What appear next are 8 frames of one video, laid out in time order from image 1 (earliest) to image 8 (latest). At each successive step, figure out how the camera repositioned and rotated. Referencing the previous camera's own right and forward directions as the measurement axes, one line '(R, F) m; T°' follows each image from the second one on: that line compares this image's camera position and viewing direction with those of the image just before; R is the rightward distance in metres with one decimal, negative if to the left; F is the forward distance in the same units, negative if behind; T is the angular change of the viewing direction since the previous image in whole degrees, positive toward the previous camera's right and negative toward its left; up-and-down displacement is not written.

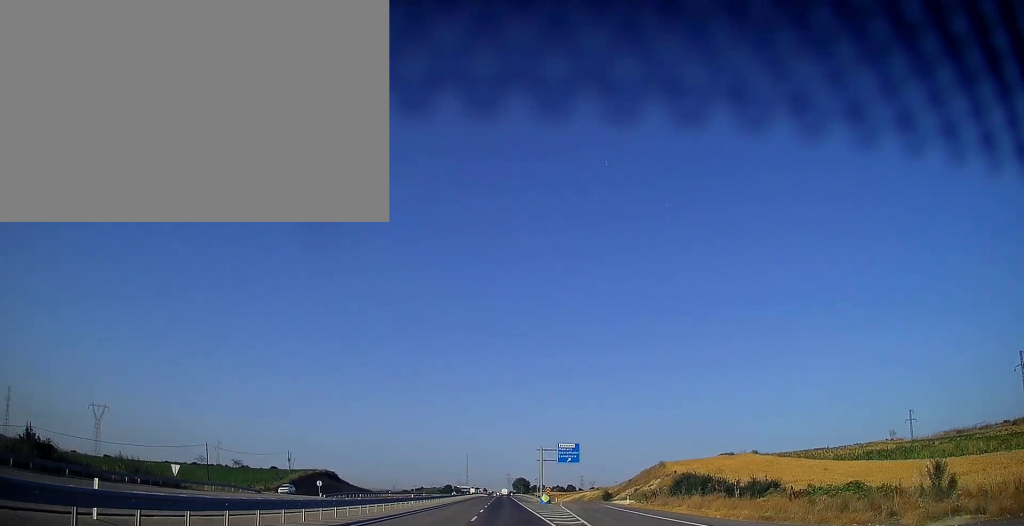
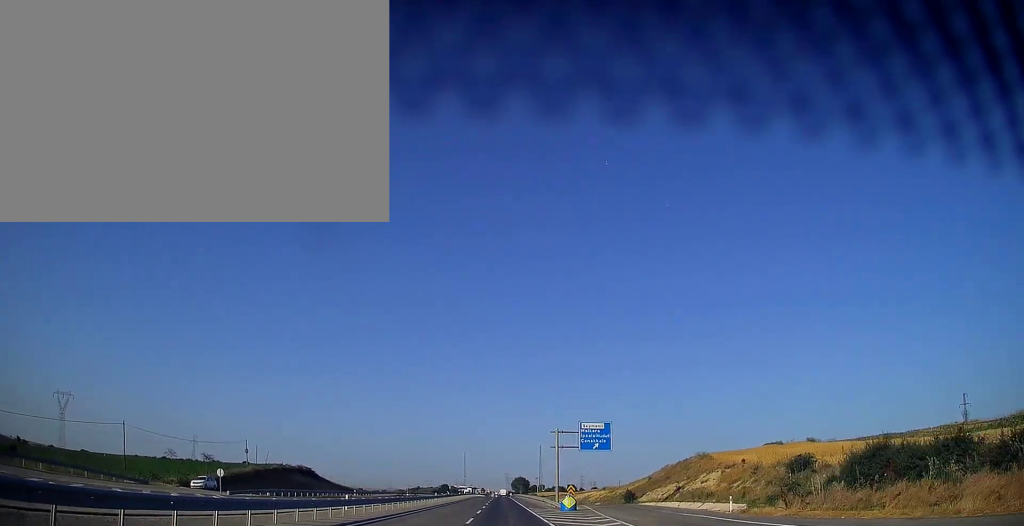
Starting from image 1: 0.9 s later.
(0.0, +26.6) m; 0°
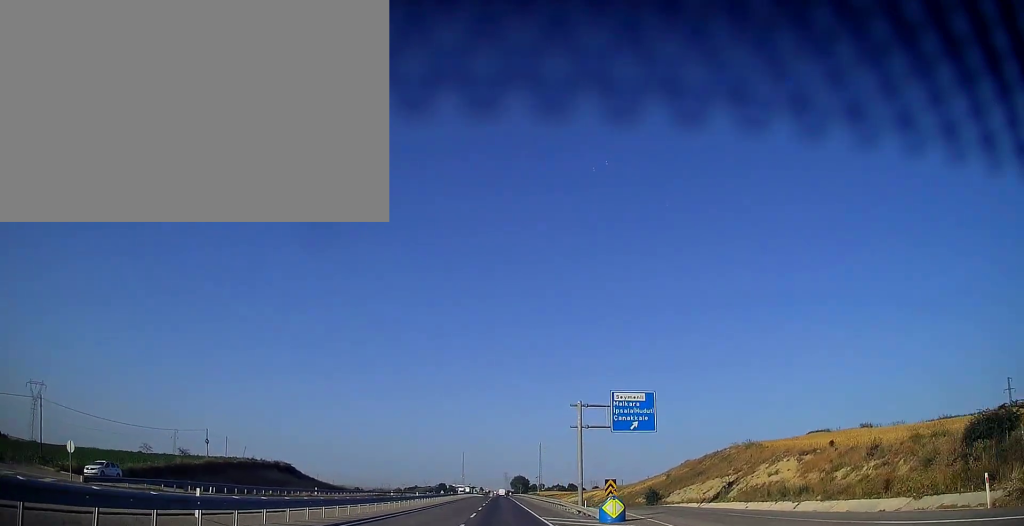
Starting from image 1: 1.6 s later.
(0.0, +19.7) m; 0°
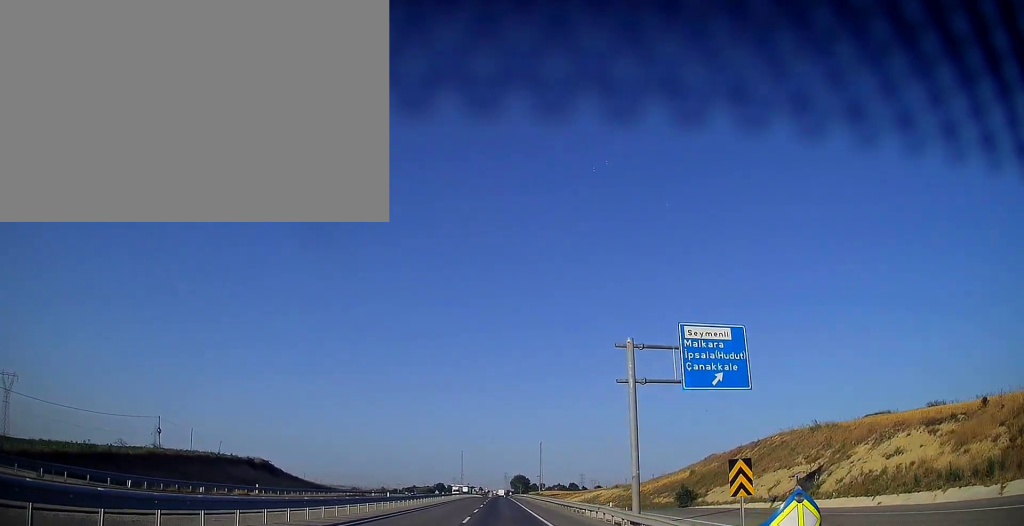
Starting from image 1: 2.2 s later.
(+0.1, +17.7) m; 0°
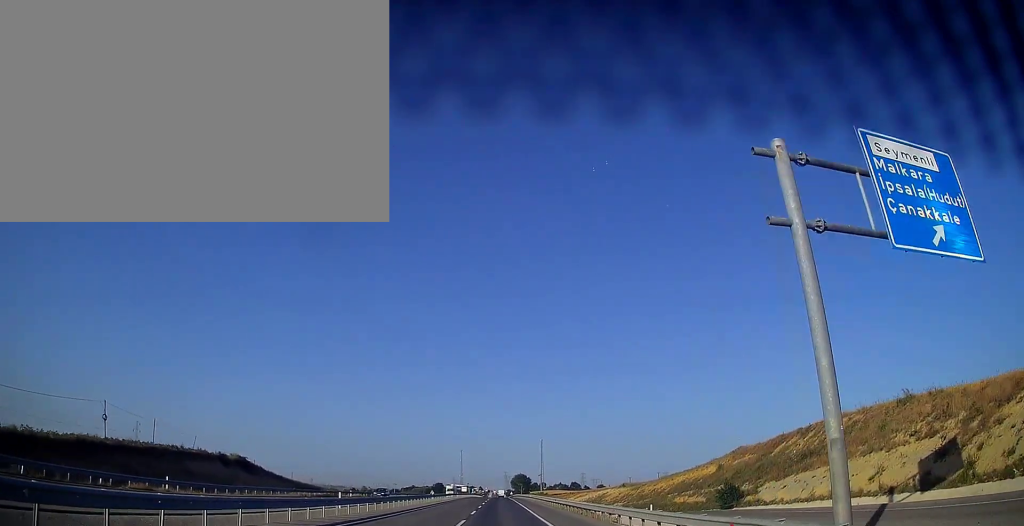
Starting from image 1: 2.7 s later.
(-0.1, +15.7) m; 0°
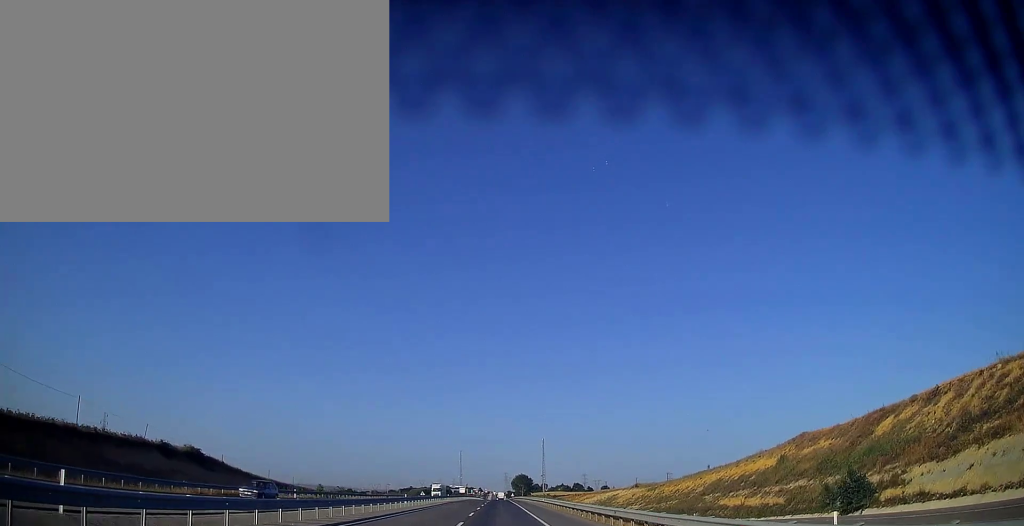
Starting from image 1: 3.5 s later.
(-0.1, +24.6) m; 0°
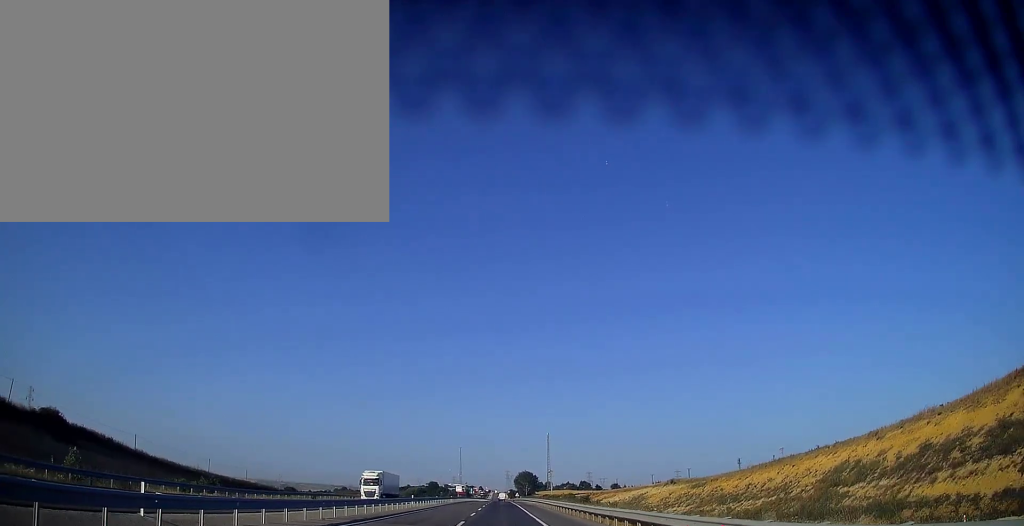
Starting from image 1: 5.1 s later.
(+0.3, +47.3) m; 0°
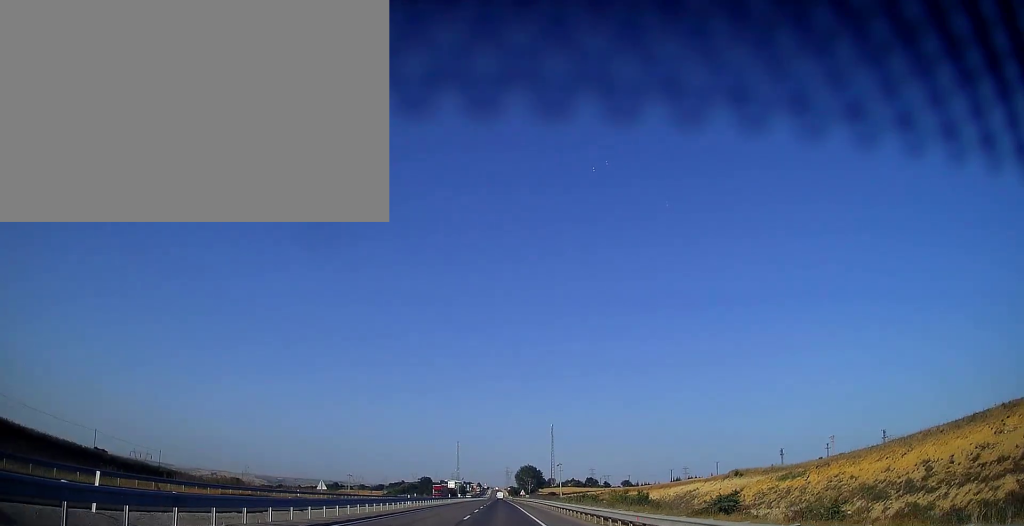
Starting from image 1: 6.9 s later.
(-0.3, +53.2) m; 0°
